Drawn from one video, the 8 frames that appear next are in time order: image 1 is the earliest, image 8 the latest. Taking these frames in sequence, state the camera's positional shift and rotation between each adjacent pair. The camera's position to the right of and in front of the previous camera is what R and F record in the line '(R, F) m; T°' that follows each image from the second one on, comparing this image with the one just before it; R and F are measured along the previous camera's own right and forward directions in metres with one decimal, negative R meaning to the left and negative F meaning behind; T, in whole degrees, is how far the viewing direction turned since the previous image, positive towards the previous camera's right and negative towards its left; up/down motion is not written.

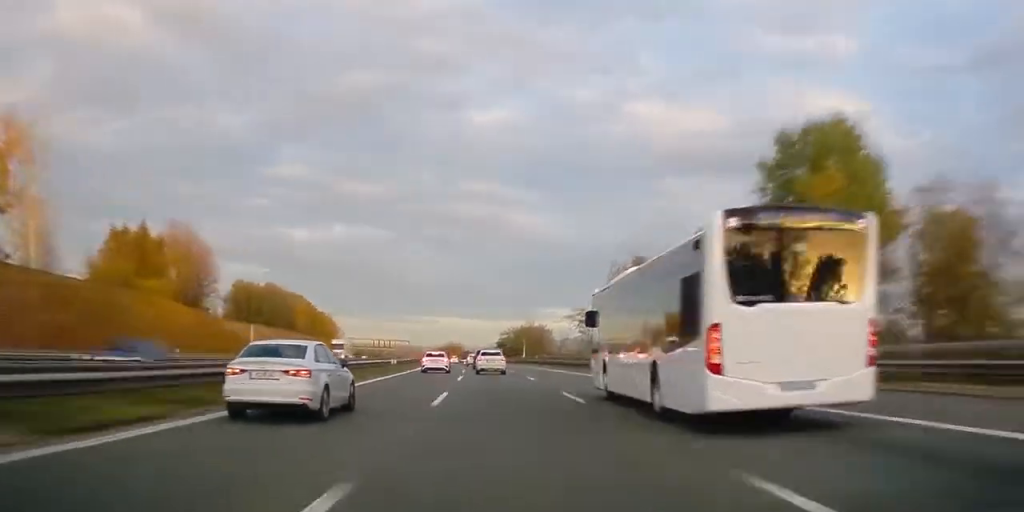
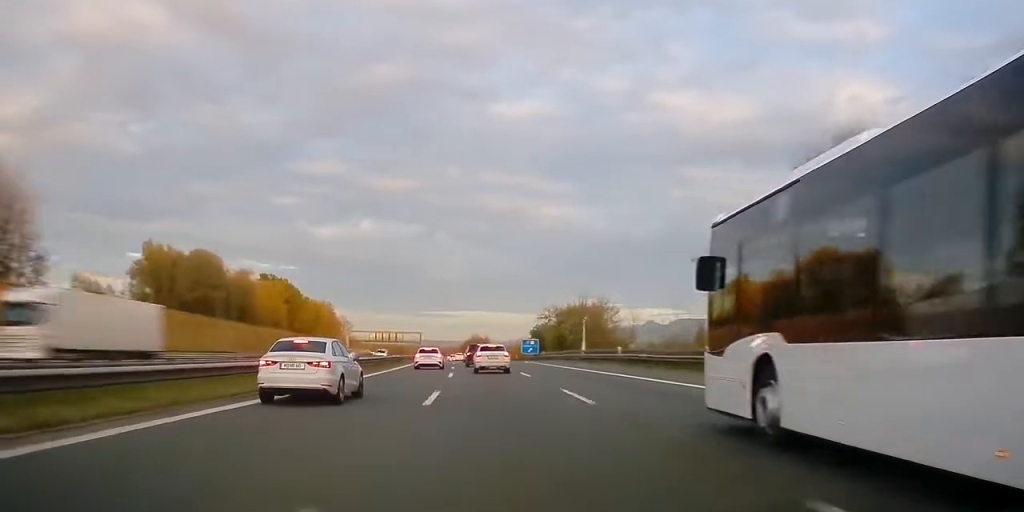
(-0.4, +48.1) m; -2°
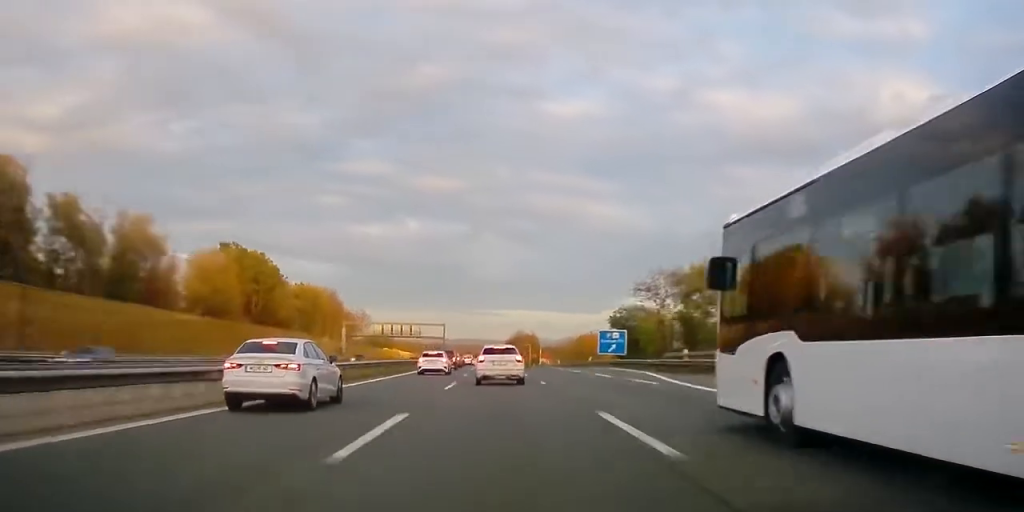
(-1.6, +56.1) m; -2°
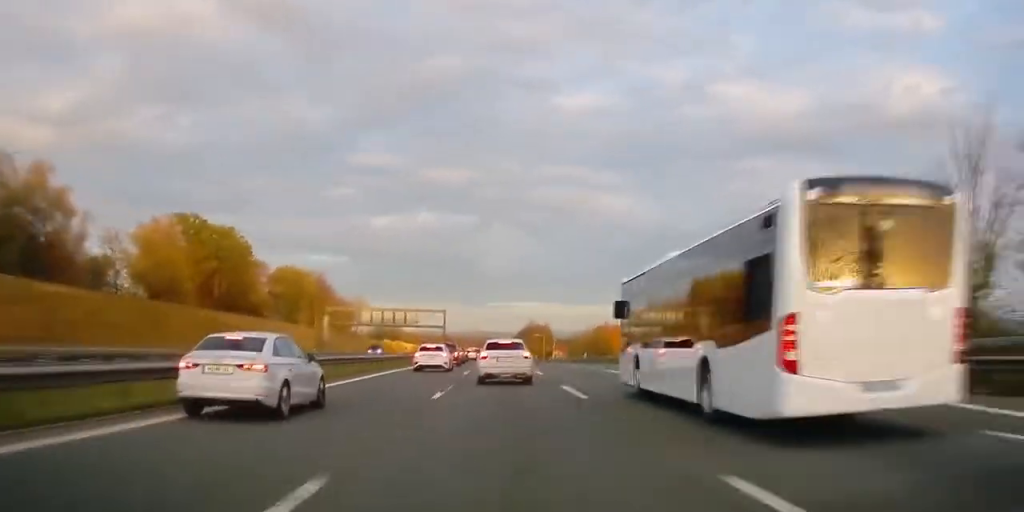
(-0.1, +25.8) m; 0°
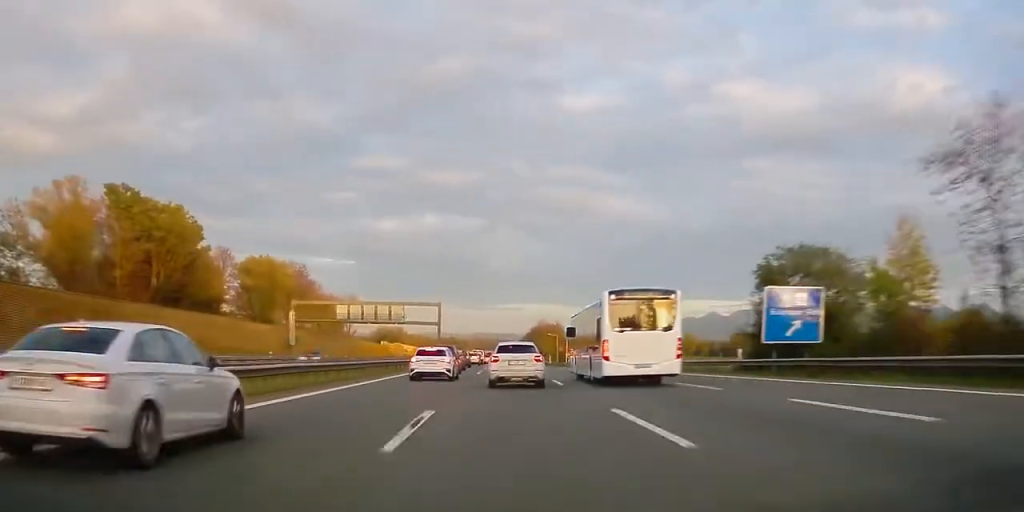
(0.0, +30.5) m; 0°
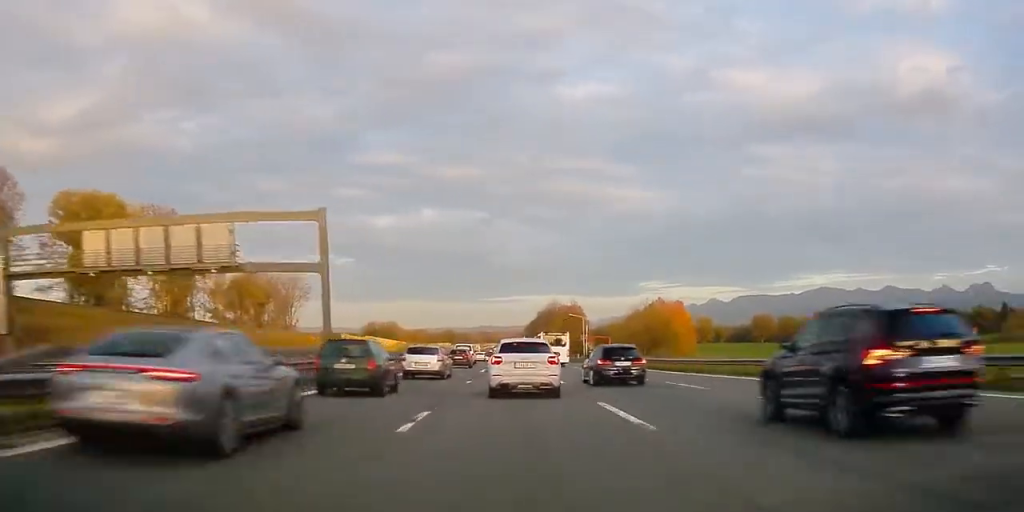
(-1.1, +70.0) m; -2°
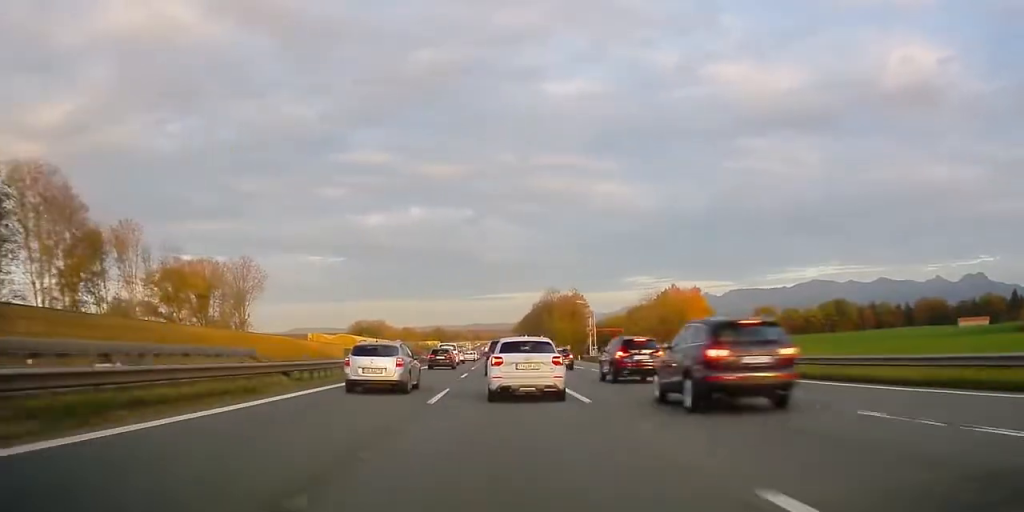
(0.0, +29.3) m; +1°
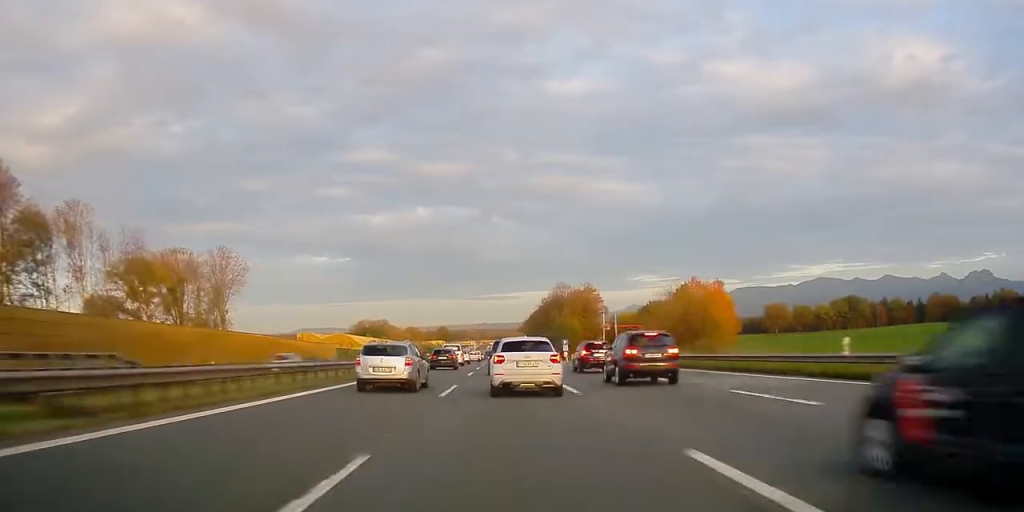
(+0.2, +16.5) m; 0°
